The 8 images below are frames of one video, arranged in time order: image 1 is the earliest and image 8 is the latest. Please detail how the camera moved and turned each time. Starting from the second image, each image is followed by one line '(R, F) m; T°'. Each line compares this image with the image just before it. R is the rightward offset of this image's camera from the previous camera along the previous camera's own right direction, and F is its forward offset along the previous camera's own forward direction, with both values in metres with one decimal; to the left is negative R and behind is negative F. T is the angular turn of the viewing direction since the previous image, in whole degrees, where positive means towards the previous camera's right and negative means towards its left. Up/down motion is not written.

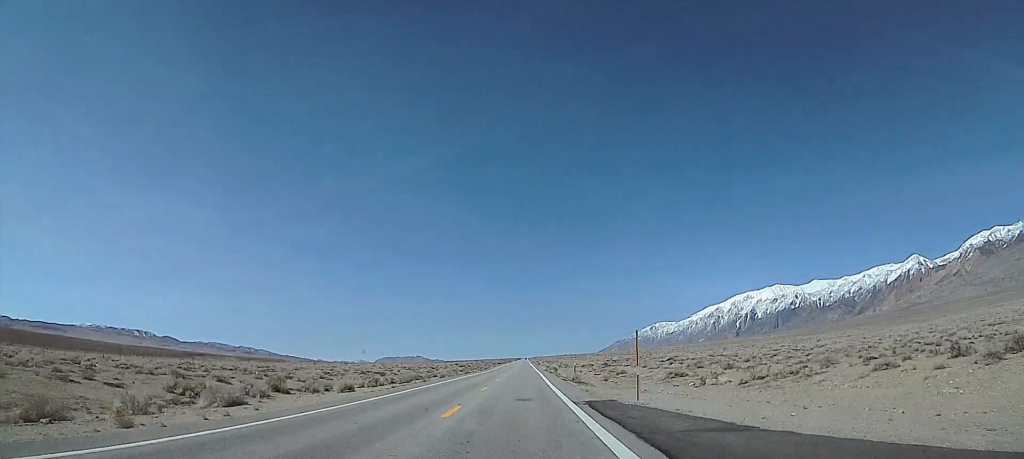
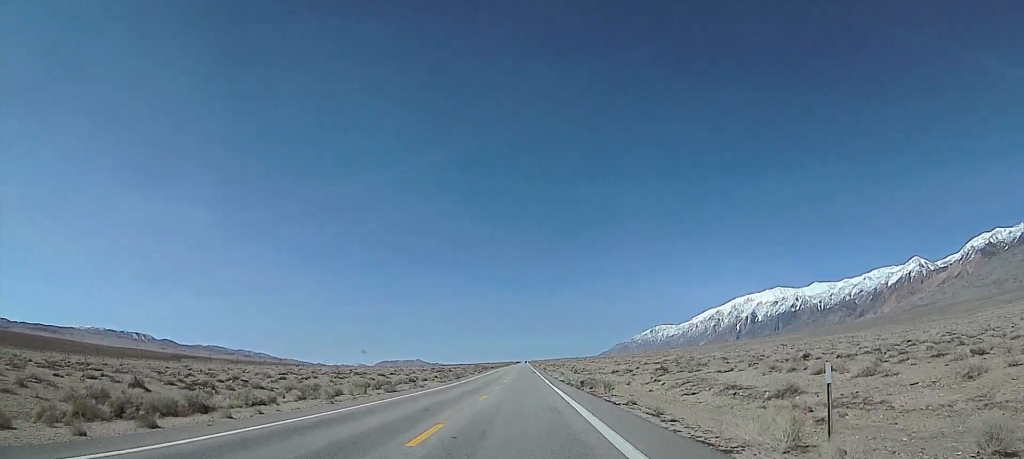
(-0.7, +50.0) m; -1°
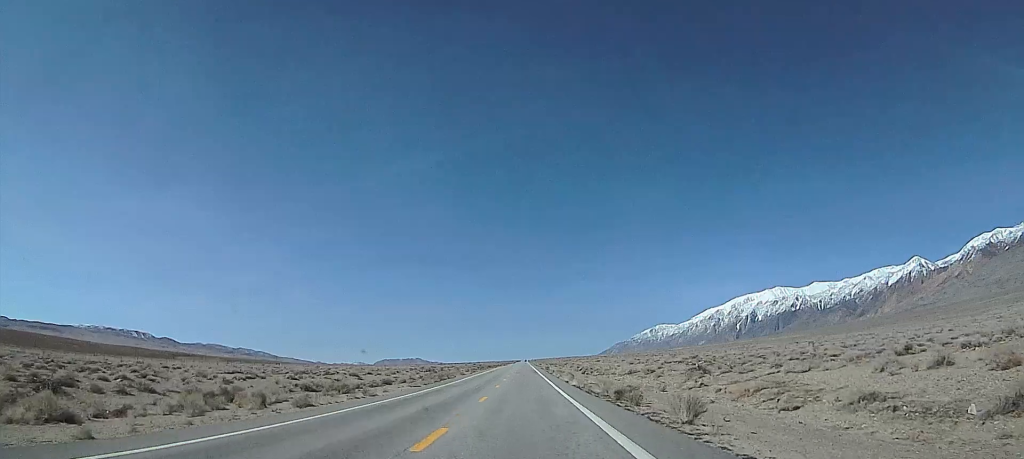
(+0.2, +15.0) m; +1°
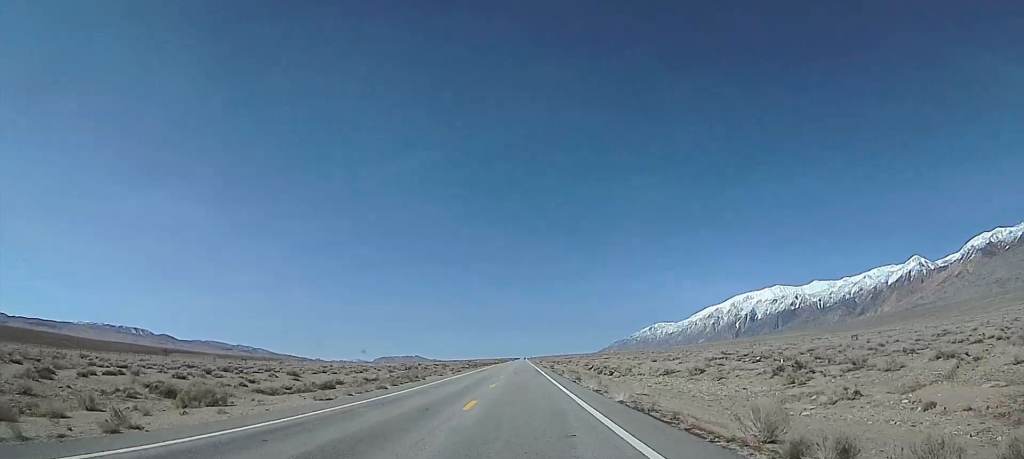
(+0.1, +20.7) m; 0°
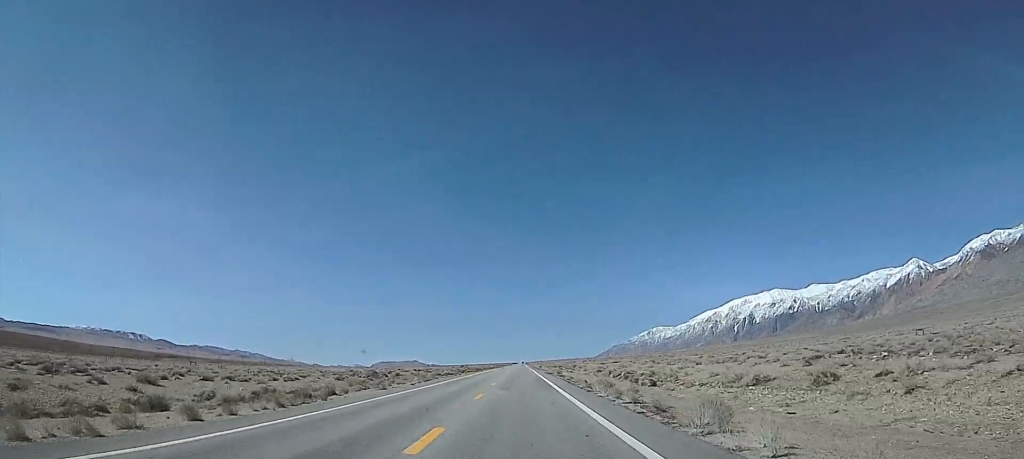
(0.0, +23.5) m; 0°
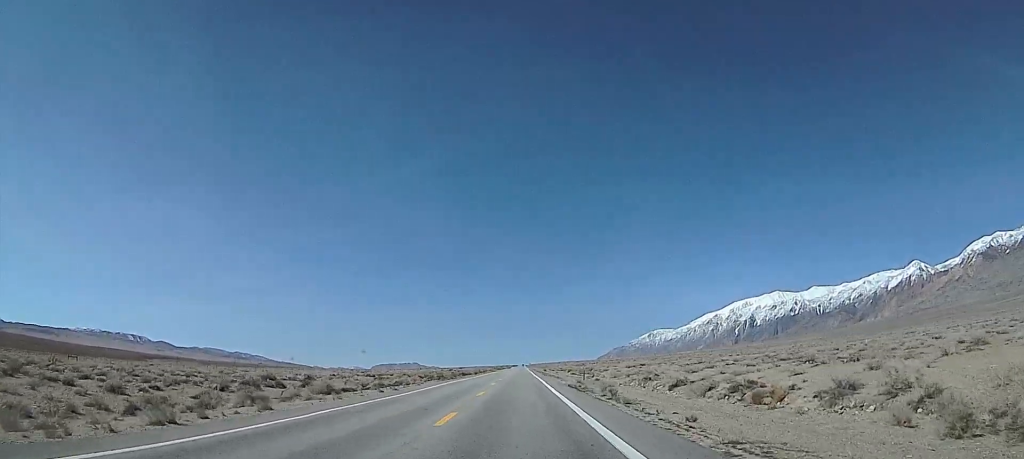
(0.0, +38.4) m; 0°
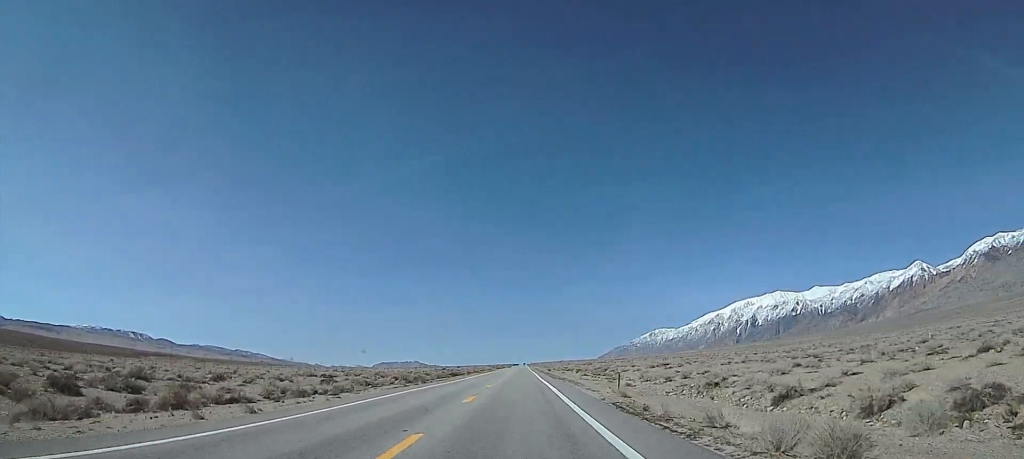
(0.0, +20.6) m; 0°
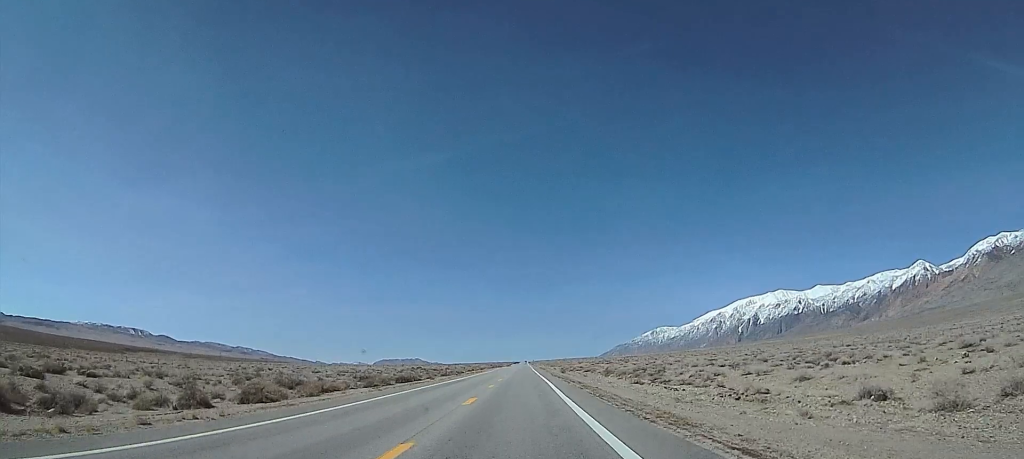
(0.0, +45.1) m; 0°
